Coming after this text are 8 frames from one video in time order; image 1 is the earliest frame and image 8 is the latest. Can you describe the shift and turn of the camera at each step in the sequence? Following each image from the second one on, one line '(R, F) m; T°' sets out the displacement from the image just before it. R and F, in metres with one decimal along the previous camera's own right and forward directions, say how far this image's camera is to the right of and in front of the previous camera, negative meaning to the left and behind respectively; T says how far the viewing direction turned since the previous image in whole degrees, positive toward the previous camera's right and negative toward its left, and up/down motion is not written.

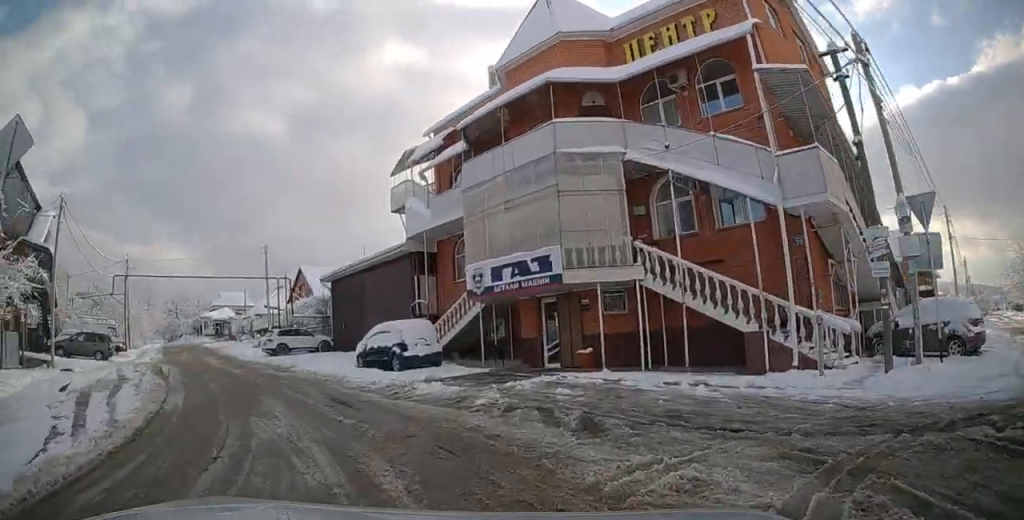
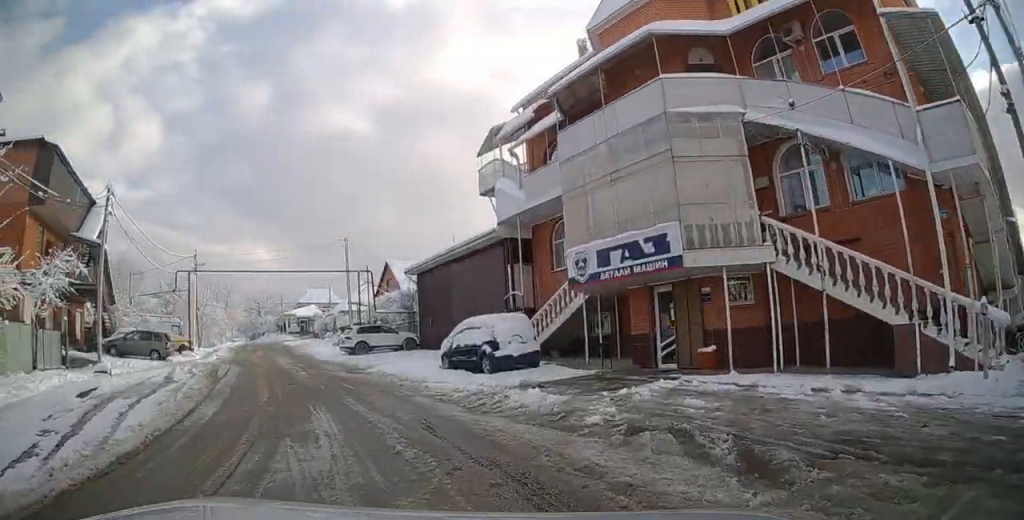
(-0.1, +2.3) m; -7°
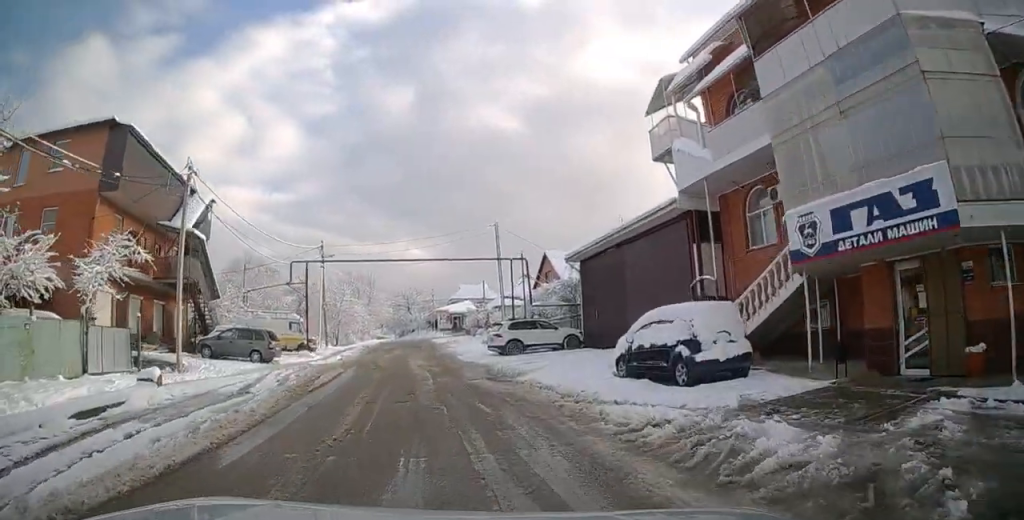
(-0.5, +4.1) m; -11°
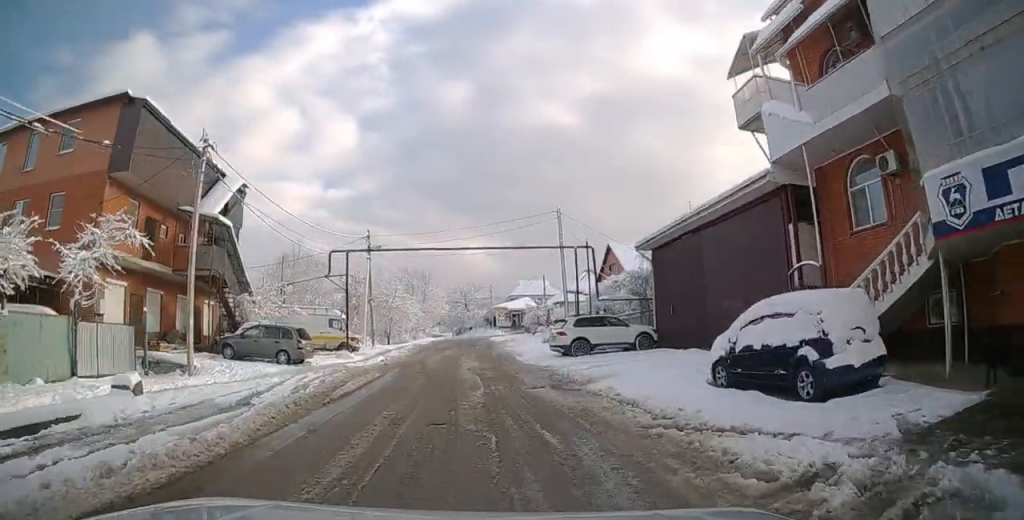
(-0.2, +2.8) m; -9°
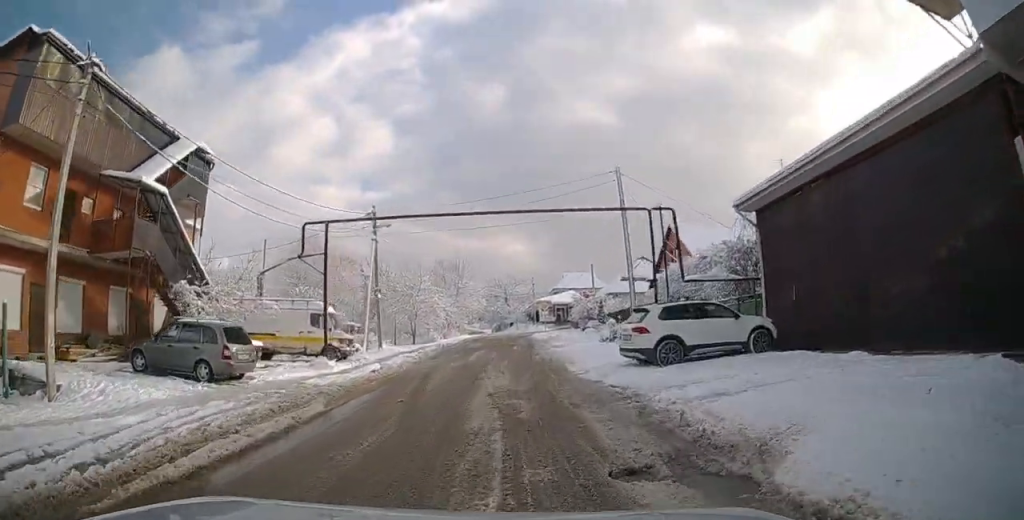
(-1.6, +7.3) m; -21°
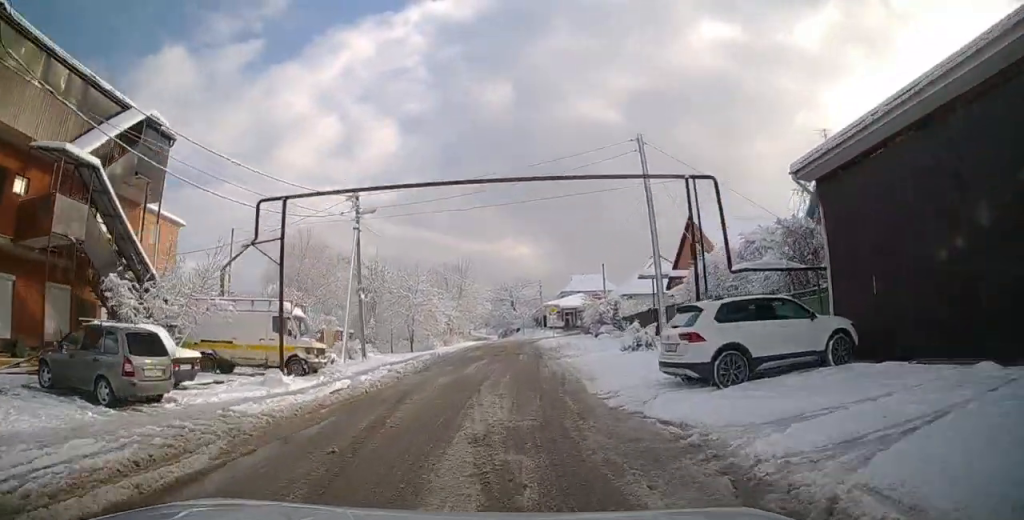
(-0.4, +3.8) m; -6°
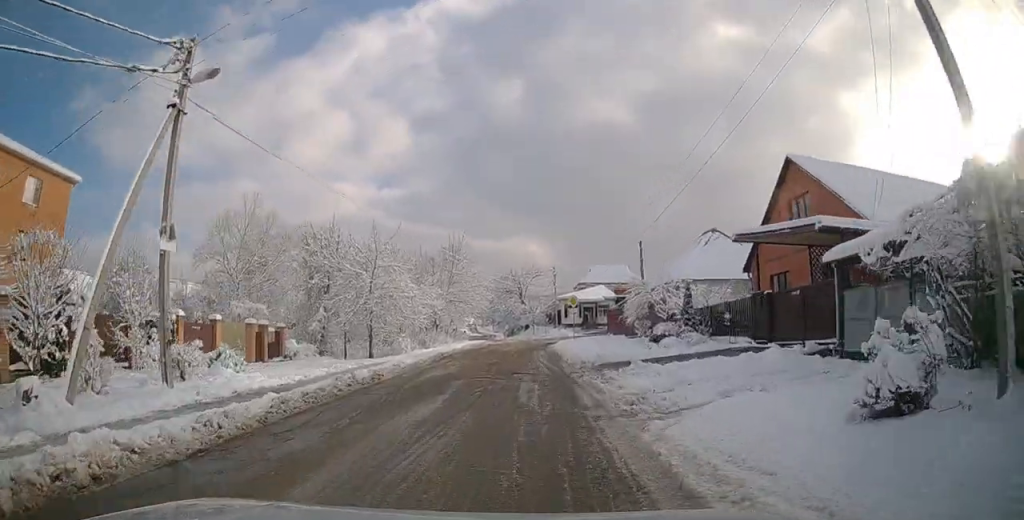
(-0.2, +13.1) m; -2°
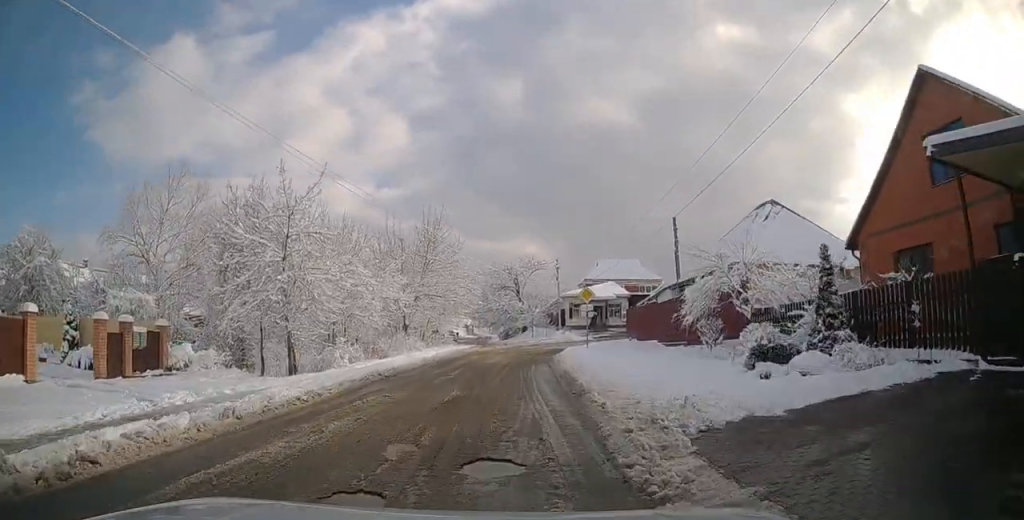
(+0.1, +10.5) m; 0°
